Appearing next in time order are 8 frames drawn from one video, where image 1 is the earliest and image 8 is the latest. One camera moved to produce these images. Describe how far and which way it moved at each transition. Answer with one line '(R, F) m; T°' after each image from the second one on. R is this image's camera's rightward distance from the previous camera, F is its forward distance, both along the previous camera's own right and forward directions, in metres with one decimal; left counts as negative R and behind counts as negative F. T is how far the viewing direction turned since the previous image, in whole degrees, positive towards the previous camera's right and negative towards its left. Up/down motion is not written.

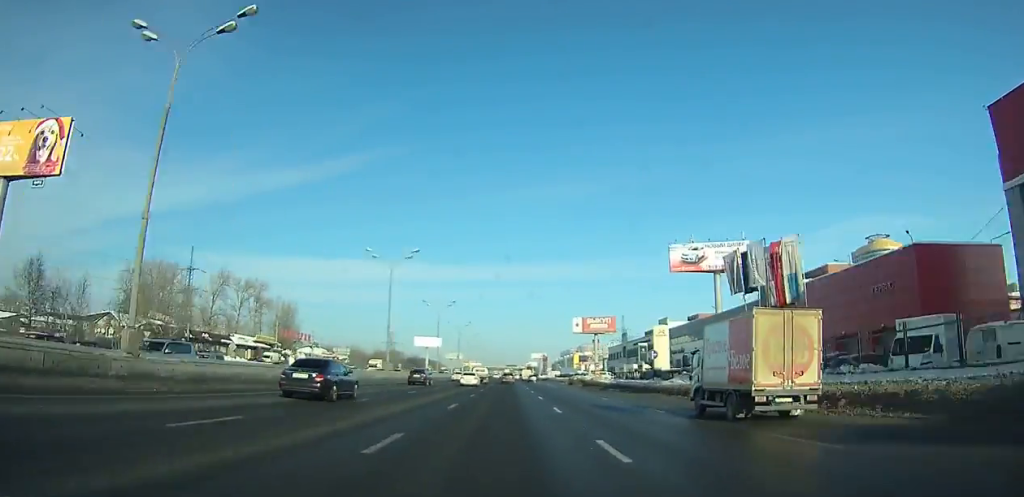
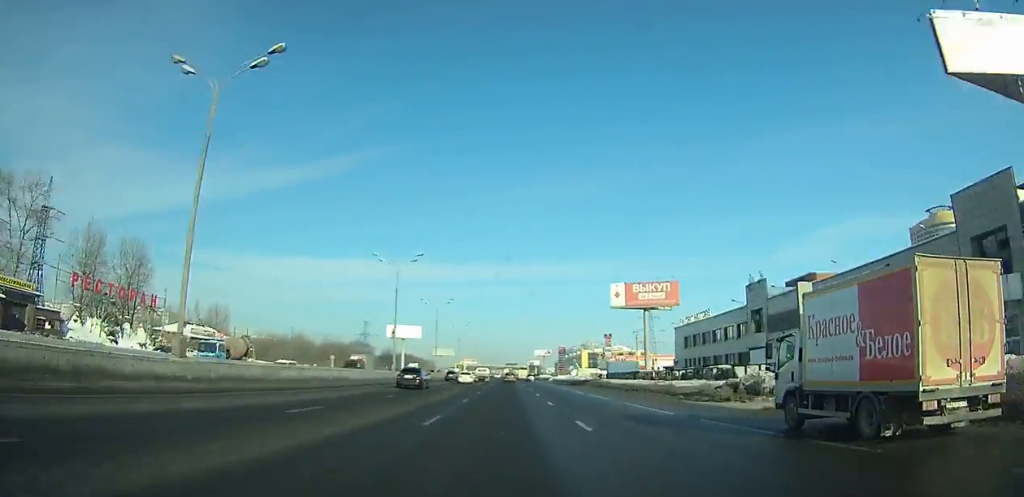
(+0.1, +79.3) m; 0°
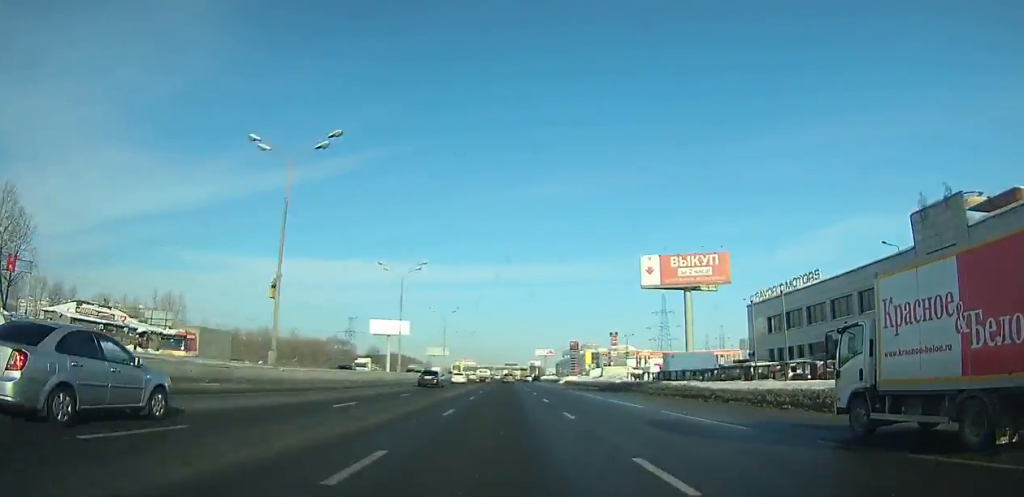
(0.0, +32.3) m; 0°
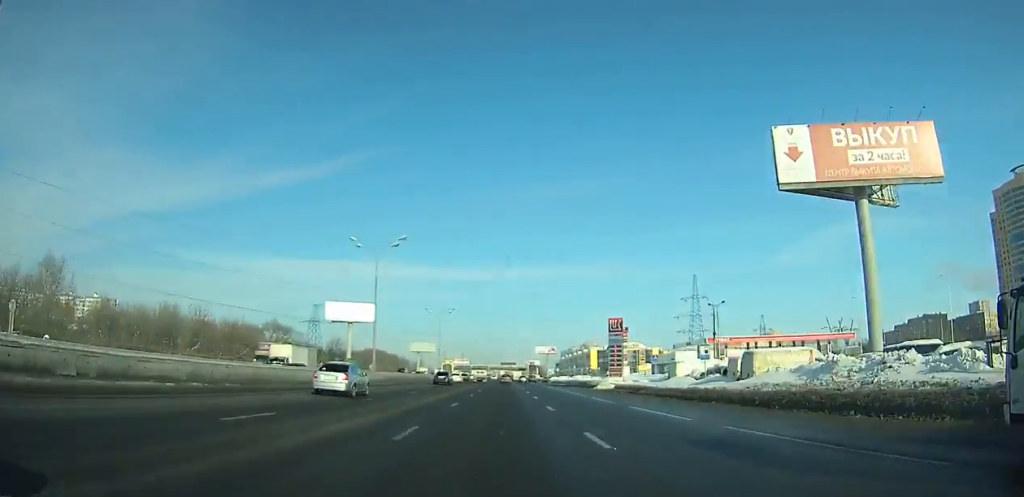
(0.0, +55.2) m; 0°
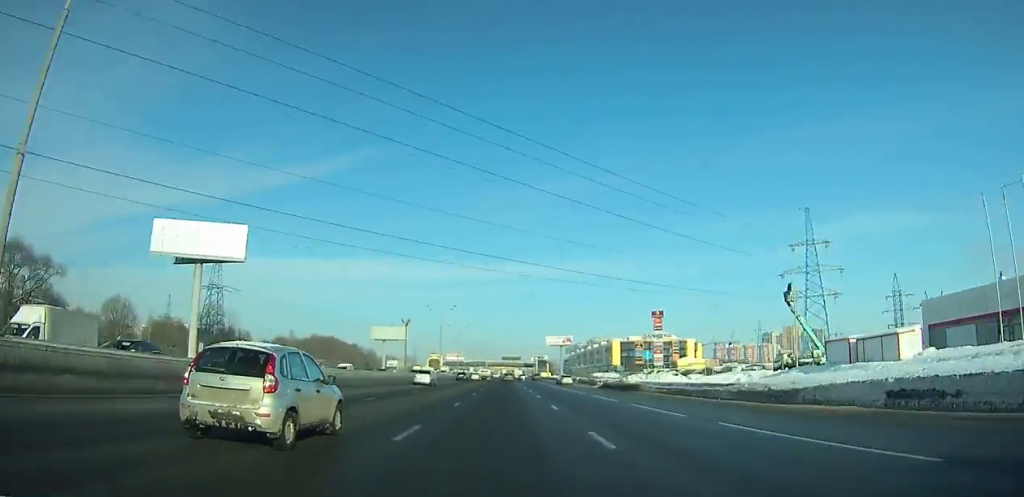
(0.0, +97.4) m; 0°
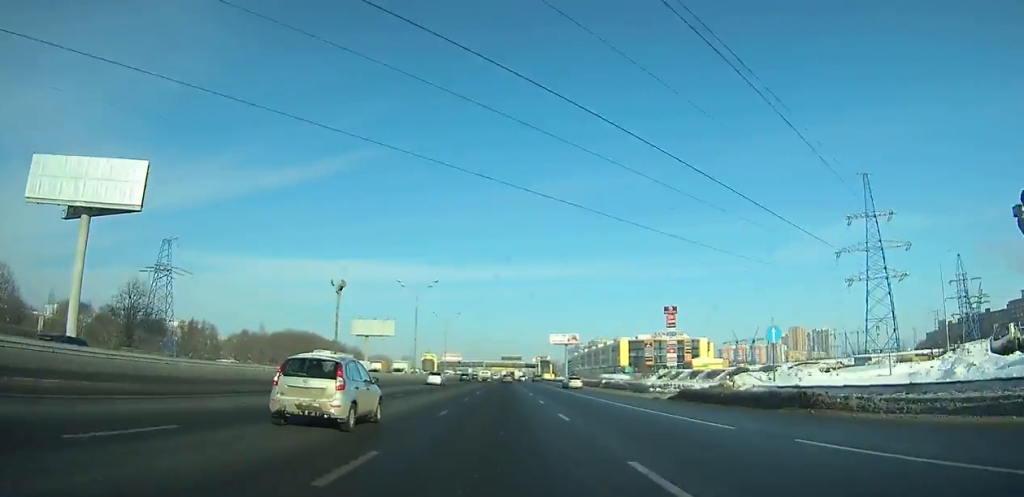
(0.0, +28.6) m; 0°
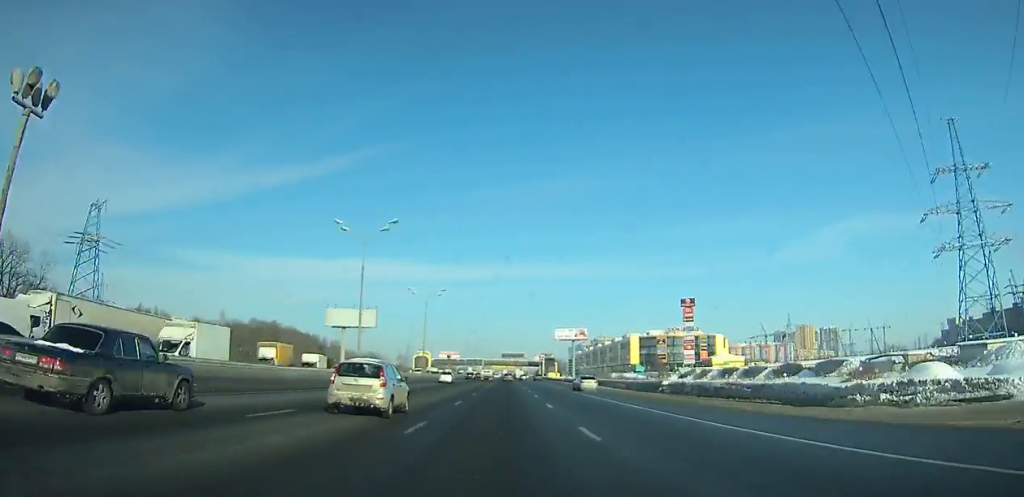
(0.0, +30.4) m; 0°
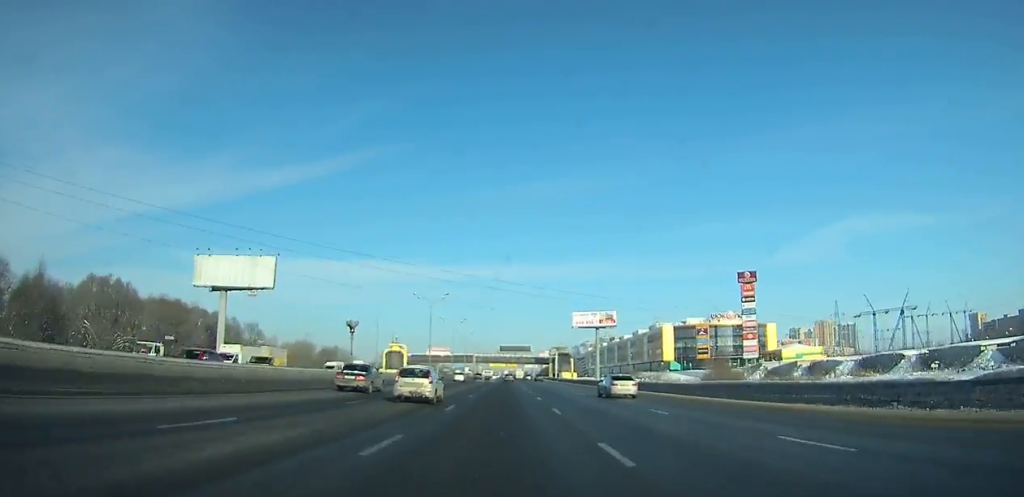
(0.0, +74.1) m; 0°
